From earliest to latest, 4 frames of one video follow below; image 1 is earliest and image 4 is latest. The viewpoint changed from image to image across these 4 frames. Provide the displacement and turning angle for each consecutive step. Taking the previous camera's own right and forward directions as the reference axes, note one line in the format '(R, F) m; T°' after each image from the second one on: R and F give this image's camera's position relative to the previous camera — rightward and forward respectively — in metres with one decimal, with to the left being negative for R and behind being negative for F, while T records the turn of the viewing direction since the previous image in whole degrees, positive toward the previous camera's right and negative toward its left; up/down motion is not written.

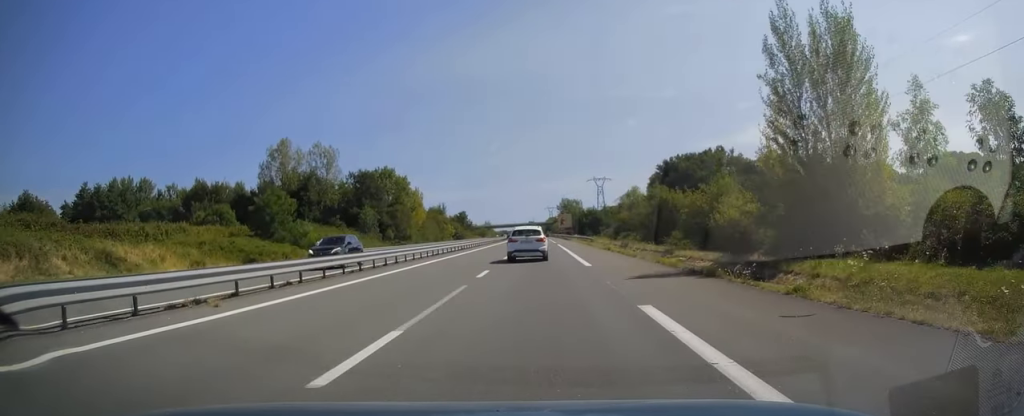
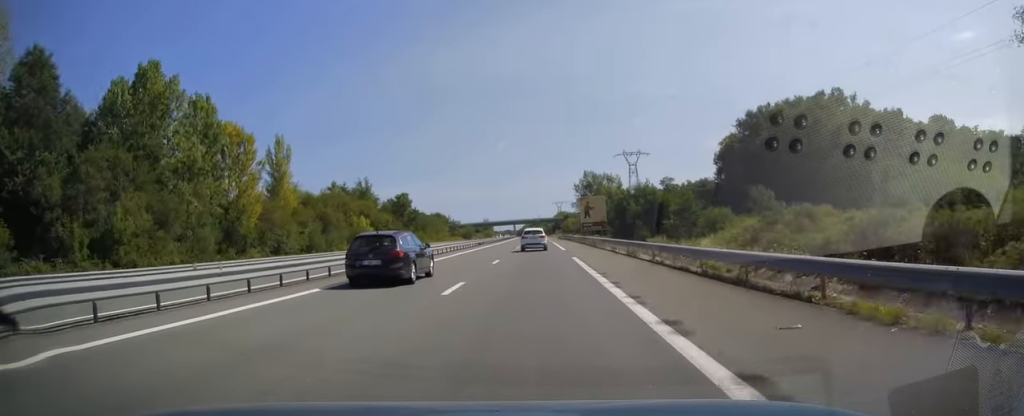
(-0.3, +88.2) m; -1°
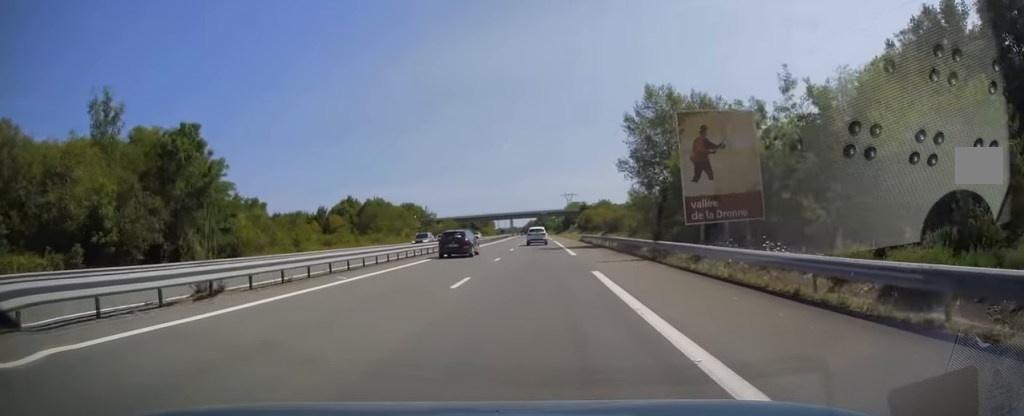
(-0.3, +64.2) m; 0°
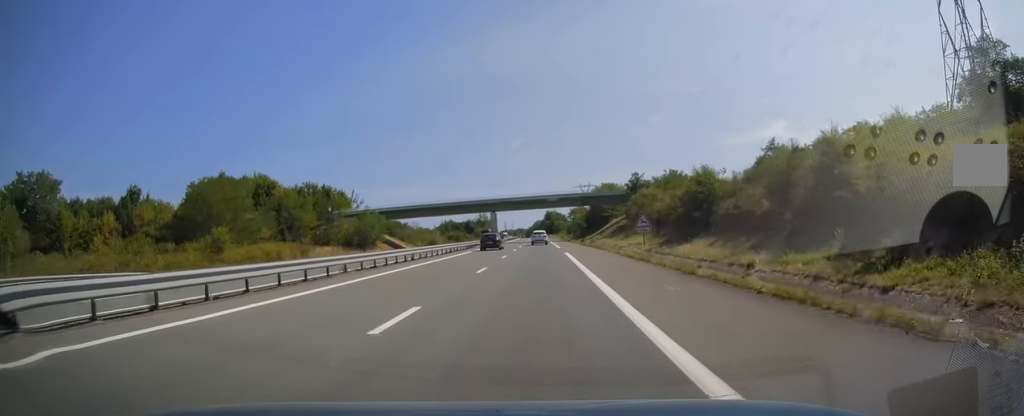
(-0.5, +76.9) m; 0°
